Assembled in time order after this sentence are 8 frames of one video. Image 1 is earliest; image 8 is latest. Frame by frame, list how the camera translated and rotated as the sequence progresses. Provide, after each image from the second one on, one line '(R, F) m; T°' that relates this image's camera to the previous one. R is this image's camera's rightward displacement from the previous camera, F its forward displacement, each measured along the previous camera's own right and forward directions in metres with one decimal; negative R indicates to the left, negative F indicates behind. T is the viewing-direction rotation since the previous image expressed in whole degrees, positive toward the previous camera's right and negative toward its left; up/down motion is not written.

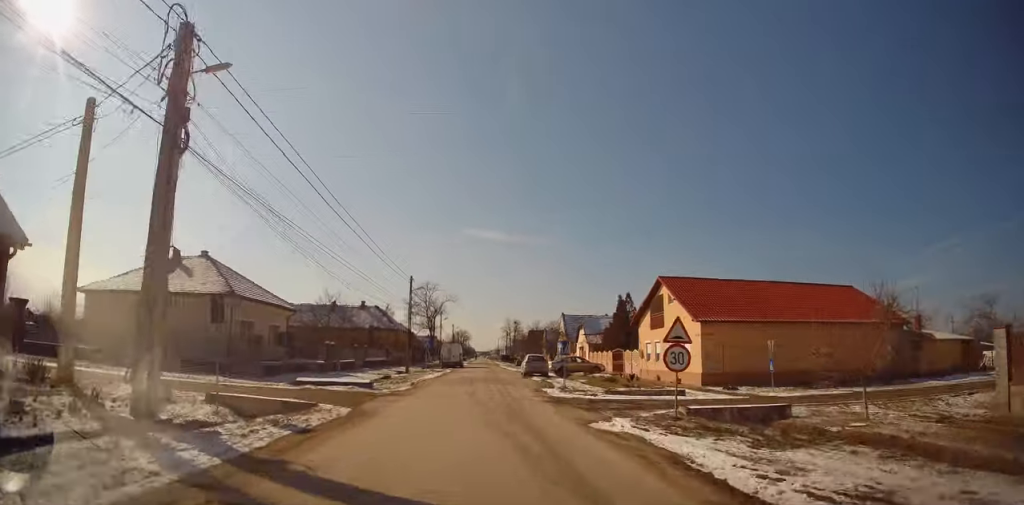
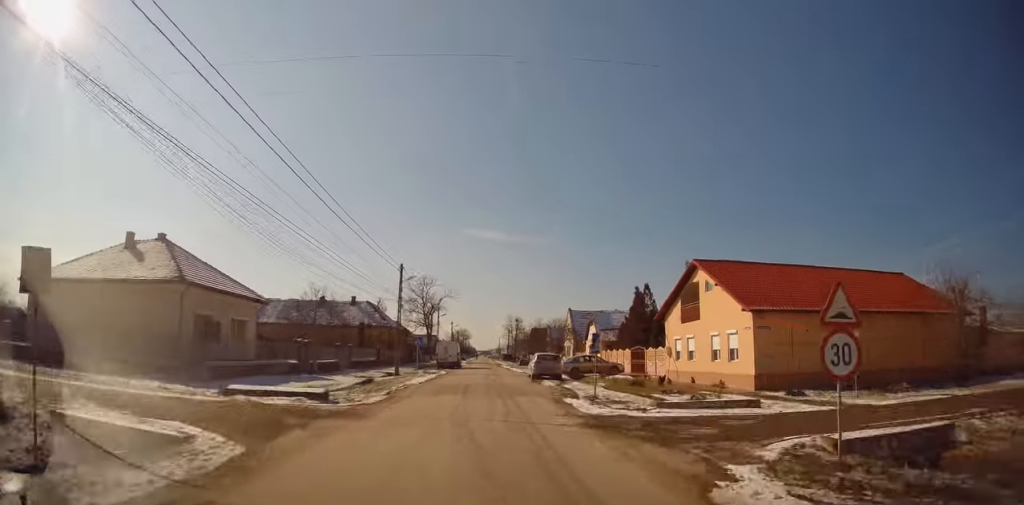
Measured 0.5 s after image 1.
(-0.1, +6.1) m; -1°
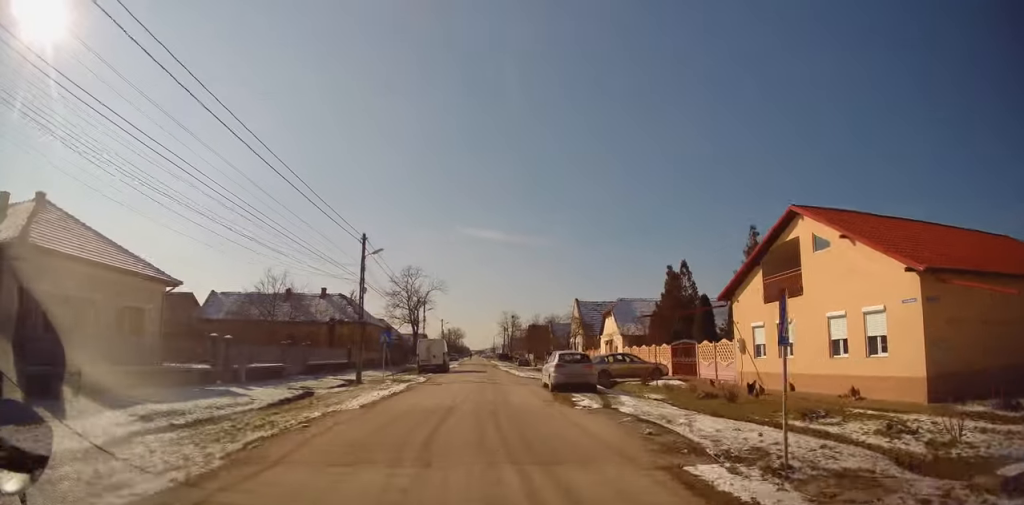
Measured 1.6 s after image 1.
(-0.2, +10.9) m; +4°
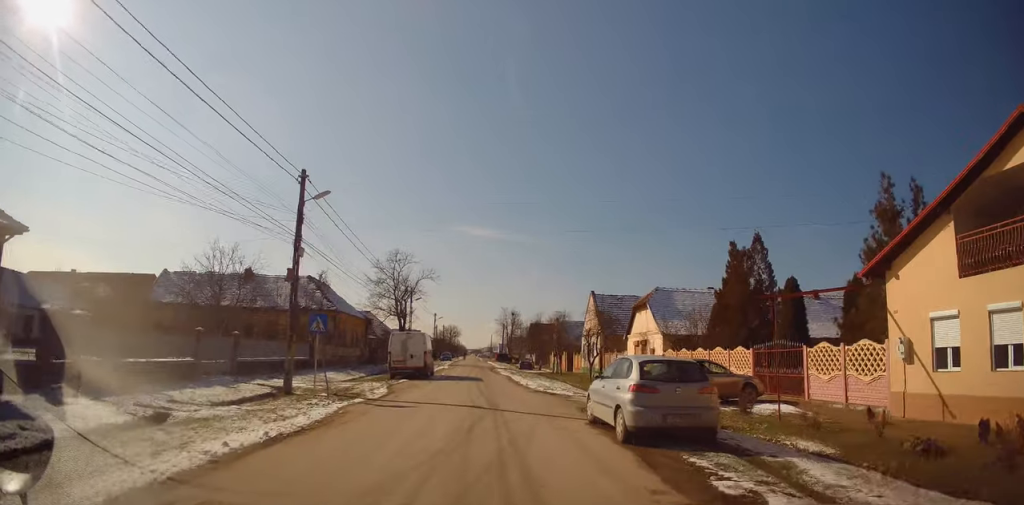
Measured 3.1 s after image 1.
(+0.4, +12.4) m; -1°
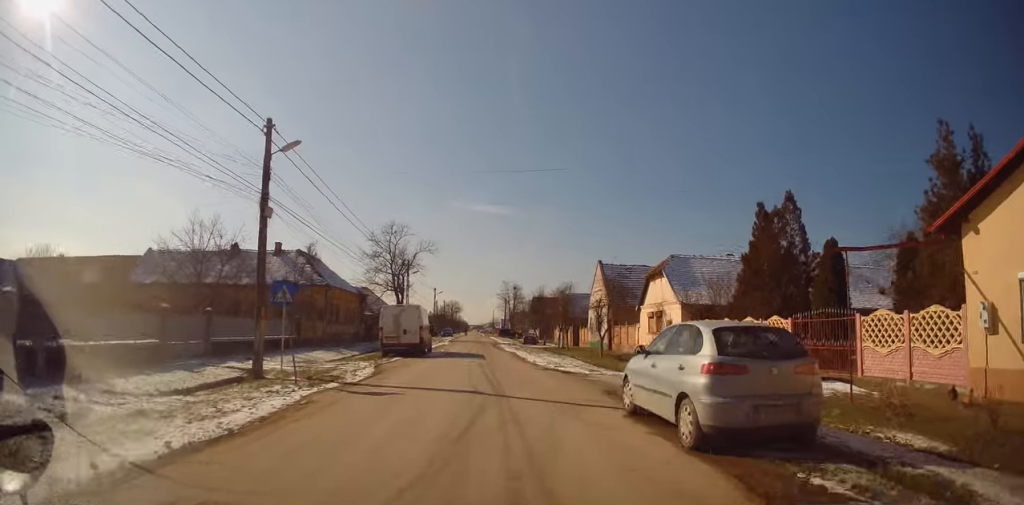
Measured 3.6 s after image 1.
(-0.2, +3.4) m; -1°
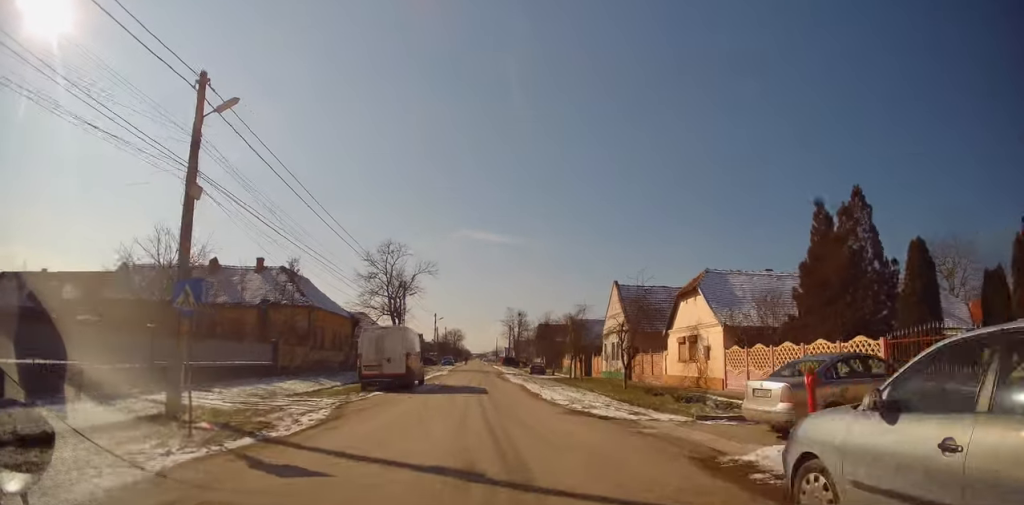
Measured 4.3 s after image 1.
(+0.2, +5.1) m; +2°
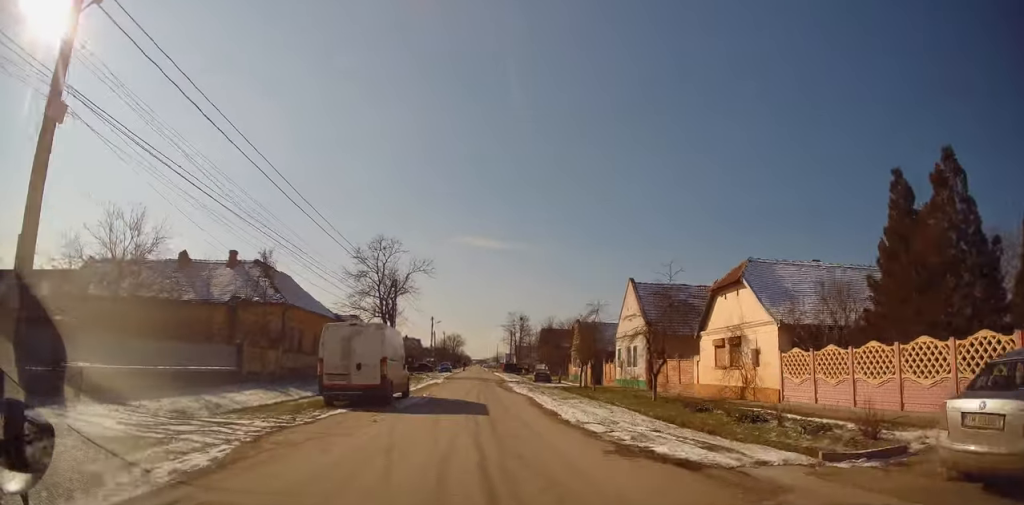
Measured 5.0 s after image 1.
(0.0, +4.8) m; 0°
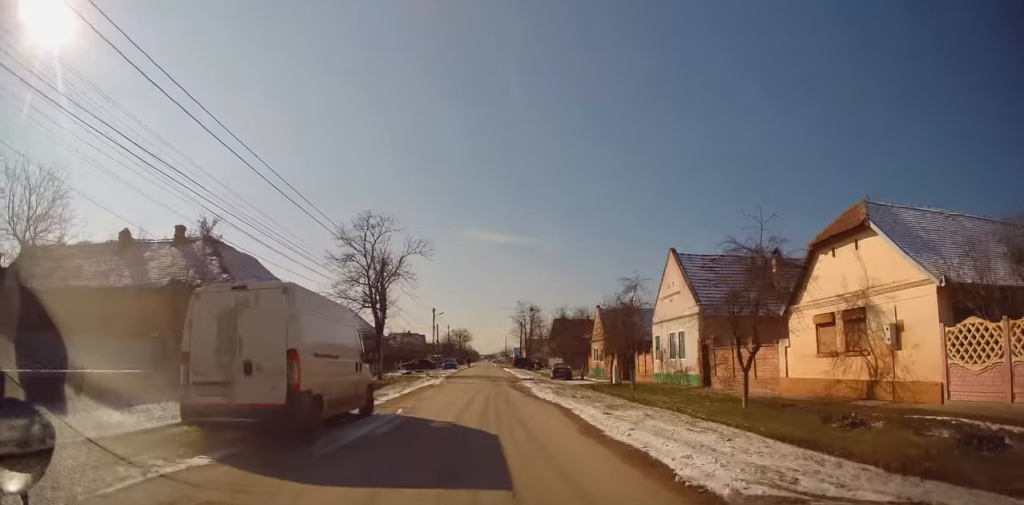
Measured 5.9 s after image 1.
(-0.1, +7.4) m; -1°
